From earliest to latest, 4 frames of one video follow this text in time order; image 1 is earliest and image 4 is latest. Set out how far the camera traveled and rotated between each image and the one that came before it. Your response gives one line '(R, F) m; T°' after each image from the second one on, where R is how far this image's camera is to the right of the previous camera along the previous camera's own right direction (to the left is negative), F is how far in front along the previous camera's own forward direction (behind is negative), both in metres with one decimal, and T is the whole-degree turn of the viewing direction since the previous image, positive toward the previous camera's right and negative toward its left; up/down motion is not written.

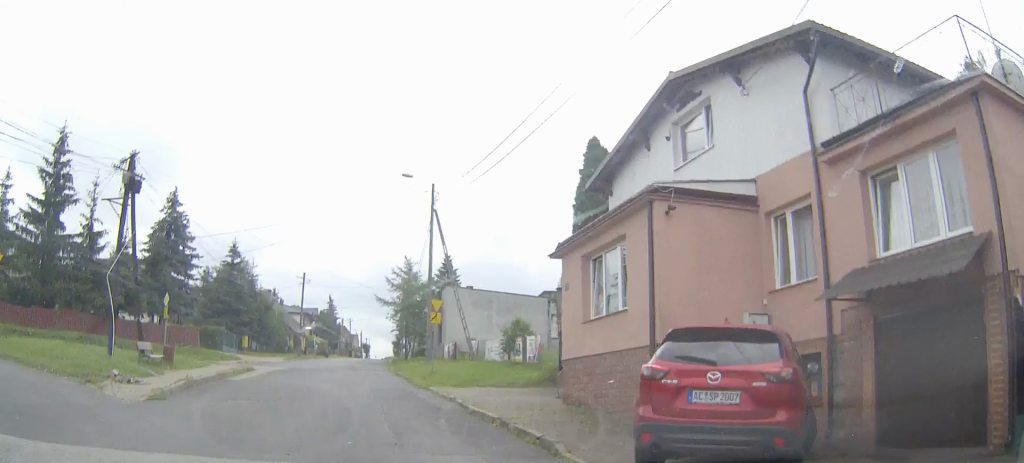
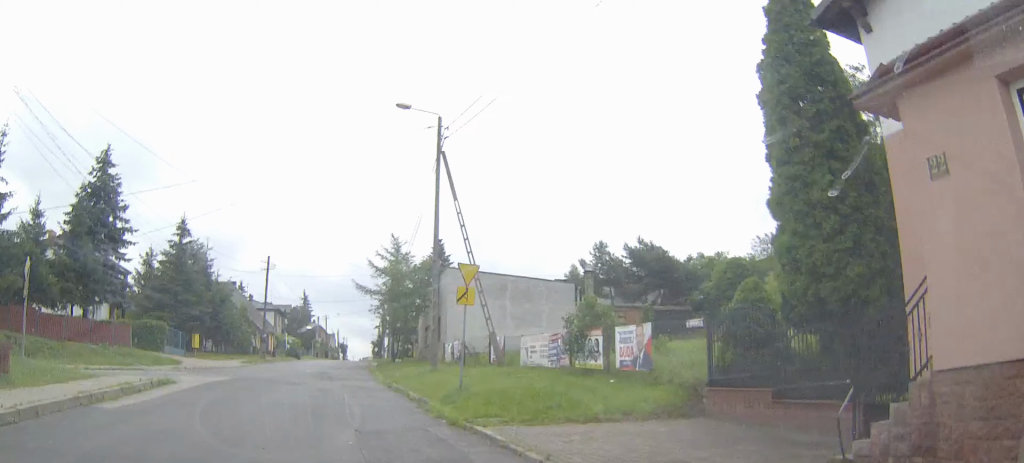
(0.0, +11.7) m; 0°
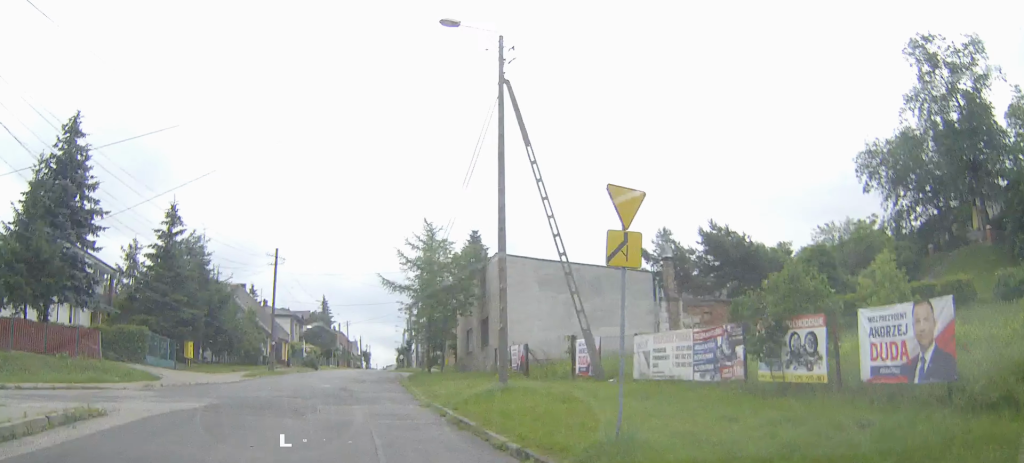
(0.0, +8.4) m; -2°
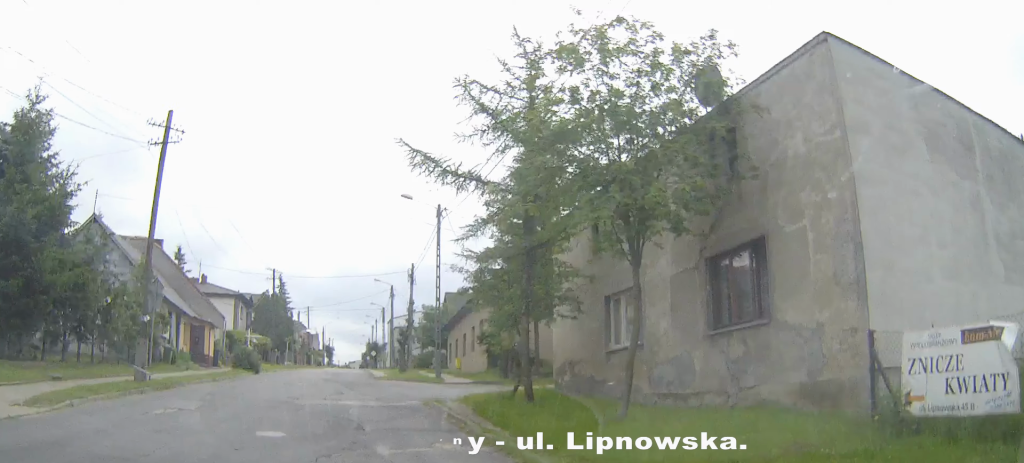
(-0.1, +24.5) m; +3°
